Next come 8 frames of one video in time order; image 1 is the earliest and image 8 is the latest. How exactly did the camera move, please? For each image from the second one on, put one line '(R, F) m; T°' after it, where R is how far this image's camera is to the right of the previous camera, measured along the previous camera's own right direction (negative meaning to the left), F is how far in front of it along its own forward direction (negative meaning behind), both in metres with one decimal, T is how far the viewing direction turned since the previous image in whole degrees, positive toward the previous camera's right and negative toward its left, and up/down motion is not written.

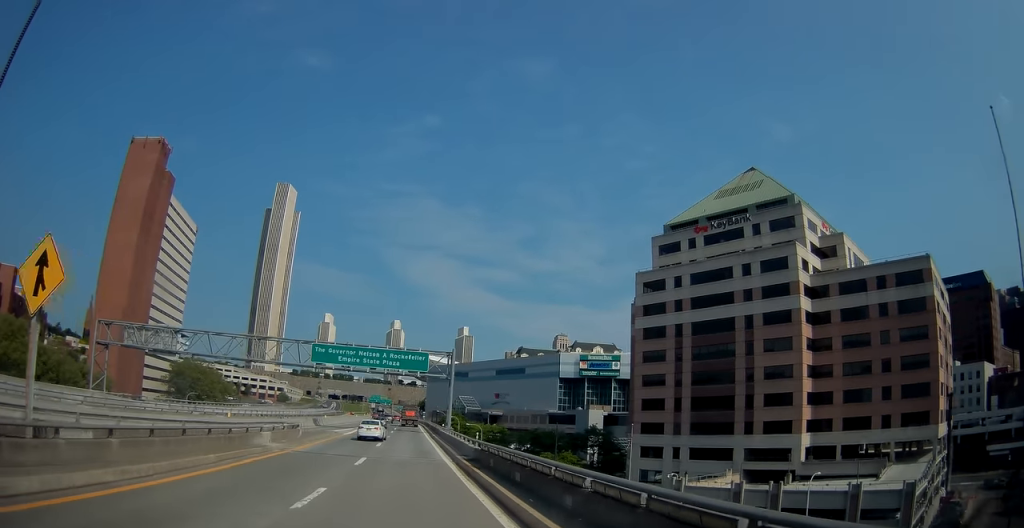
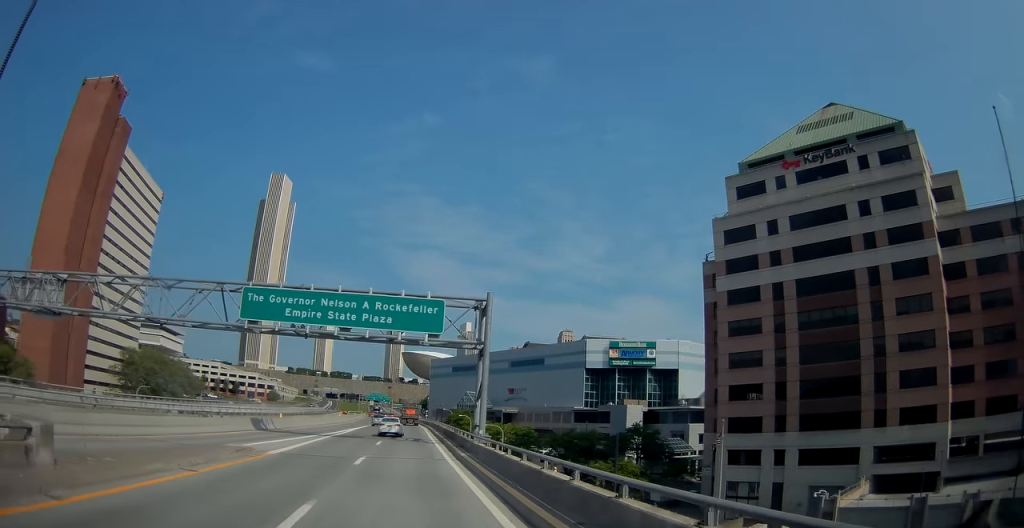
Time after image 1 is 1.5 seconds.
(-0.2, +26.1) m; 0°
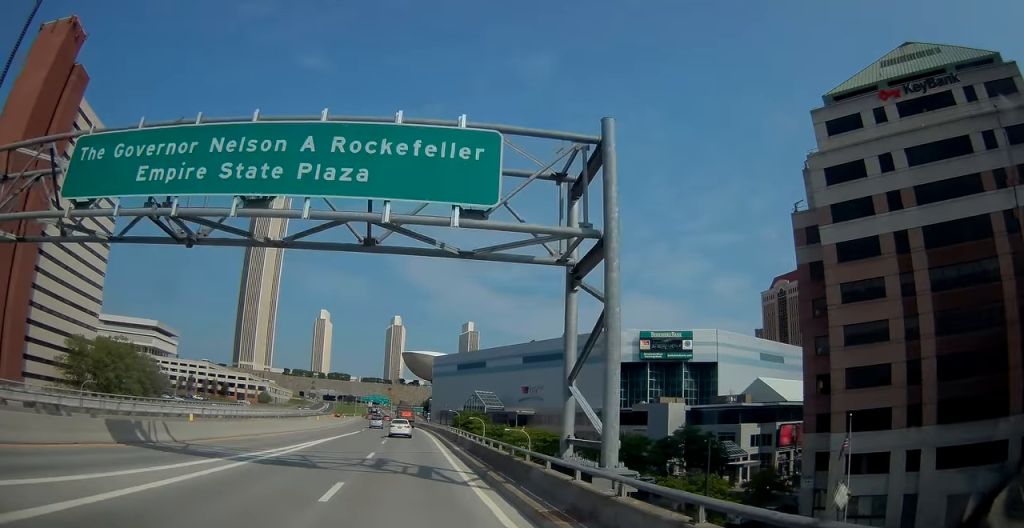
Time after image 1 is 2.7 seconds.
(+0.1, +20.4) m; 0°
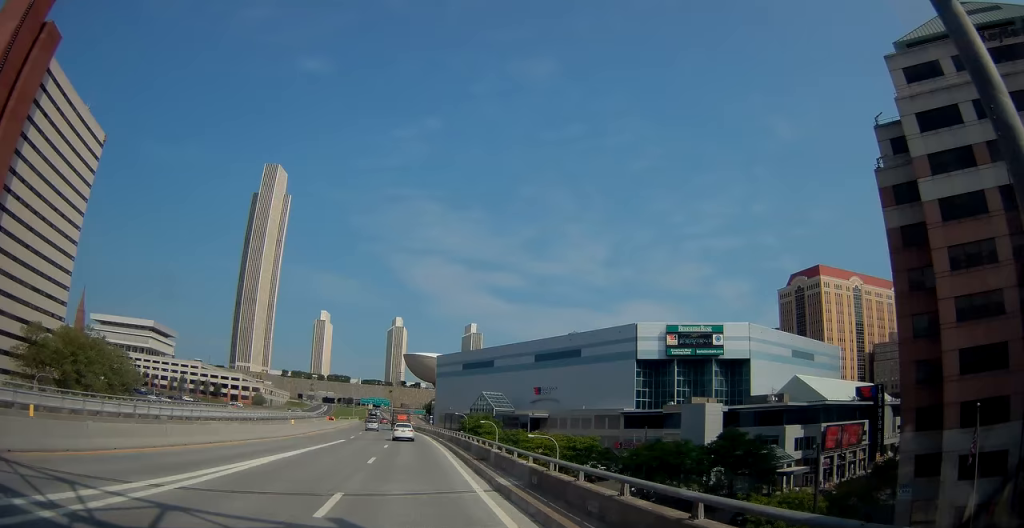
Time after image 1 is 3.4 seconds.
(-0.1, +13.5) m; 0°
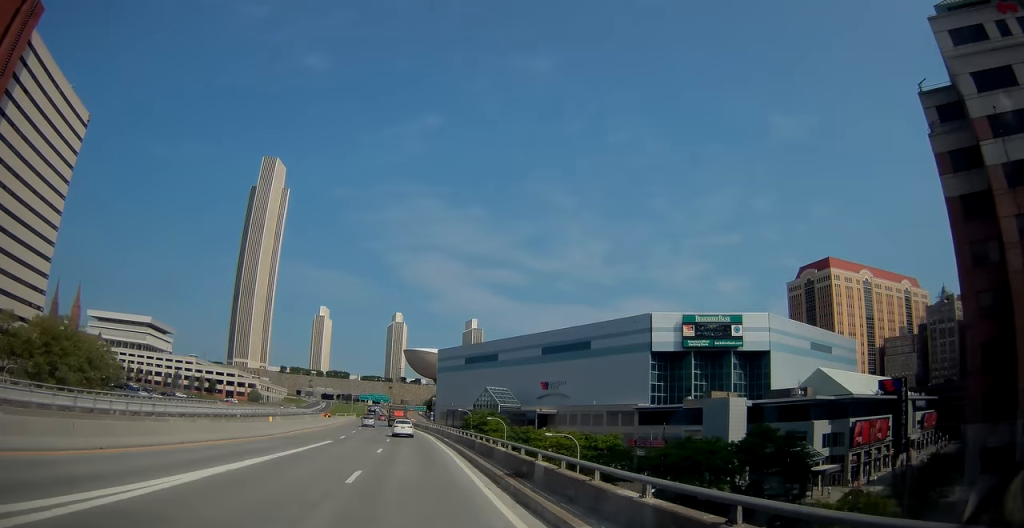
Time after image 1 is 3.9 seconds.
(0.0, +7.6) m; 0°
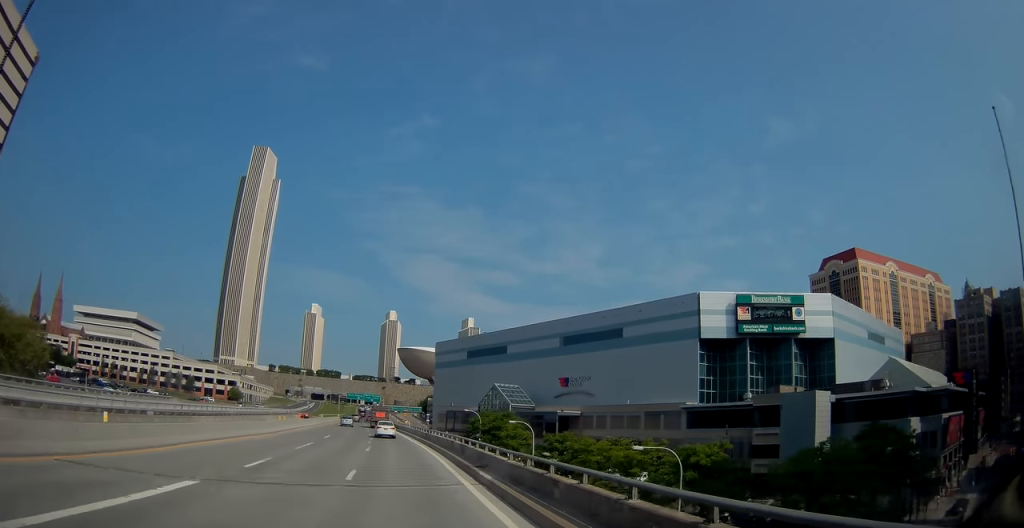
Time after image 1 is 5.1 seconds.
(+0.2, +22.3) m; 0°
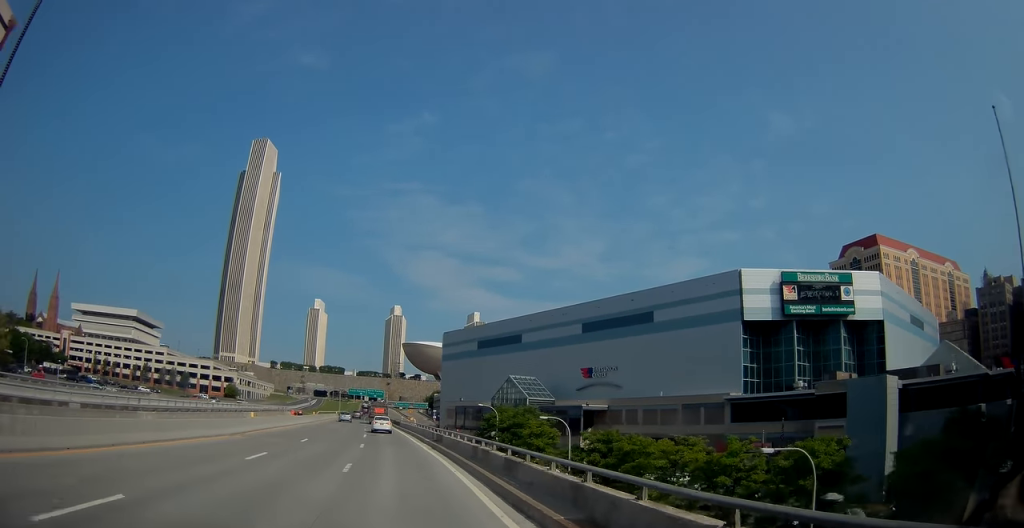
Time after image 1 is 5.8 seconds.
(-0.1, +11.8) m; -1°
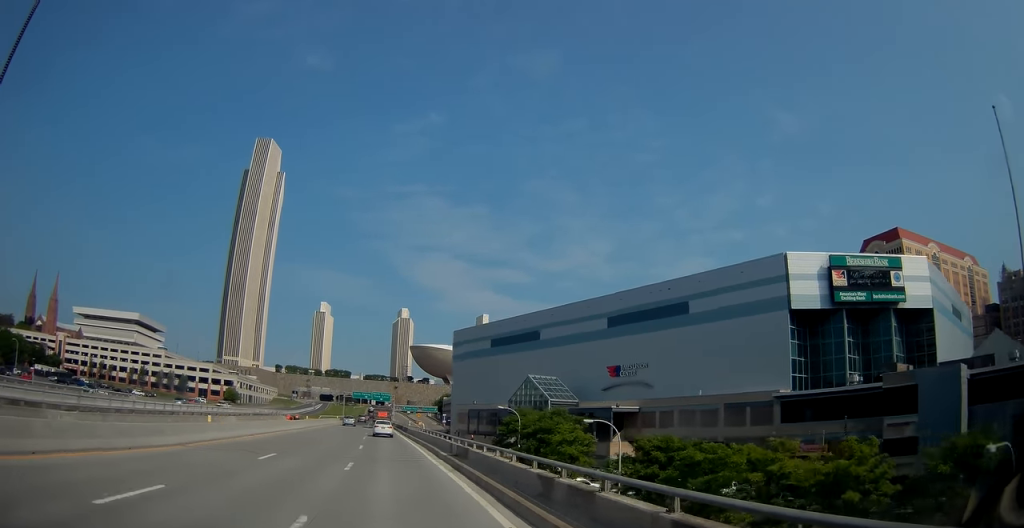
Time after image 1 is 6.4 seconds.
(-0.1, +10.0) m; -1°
